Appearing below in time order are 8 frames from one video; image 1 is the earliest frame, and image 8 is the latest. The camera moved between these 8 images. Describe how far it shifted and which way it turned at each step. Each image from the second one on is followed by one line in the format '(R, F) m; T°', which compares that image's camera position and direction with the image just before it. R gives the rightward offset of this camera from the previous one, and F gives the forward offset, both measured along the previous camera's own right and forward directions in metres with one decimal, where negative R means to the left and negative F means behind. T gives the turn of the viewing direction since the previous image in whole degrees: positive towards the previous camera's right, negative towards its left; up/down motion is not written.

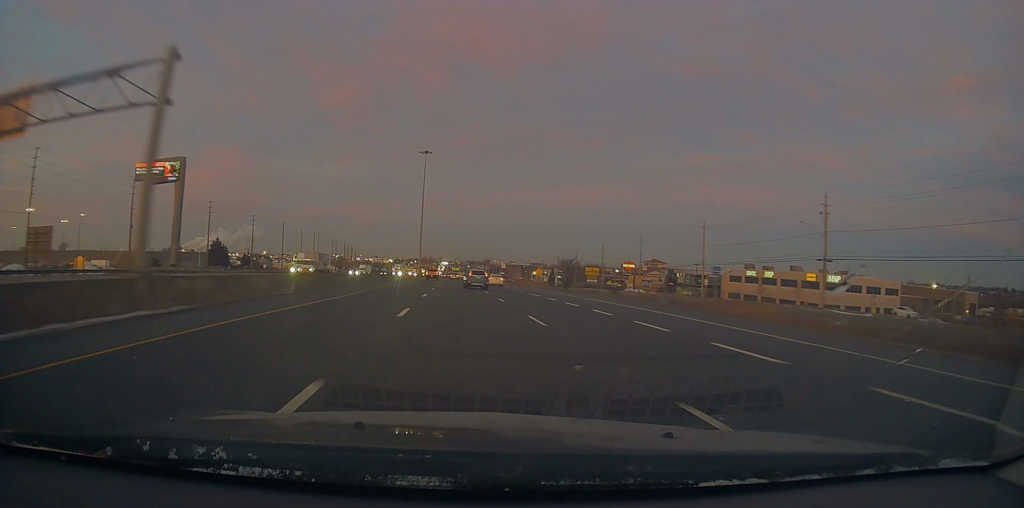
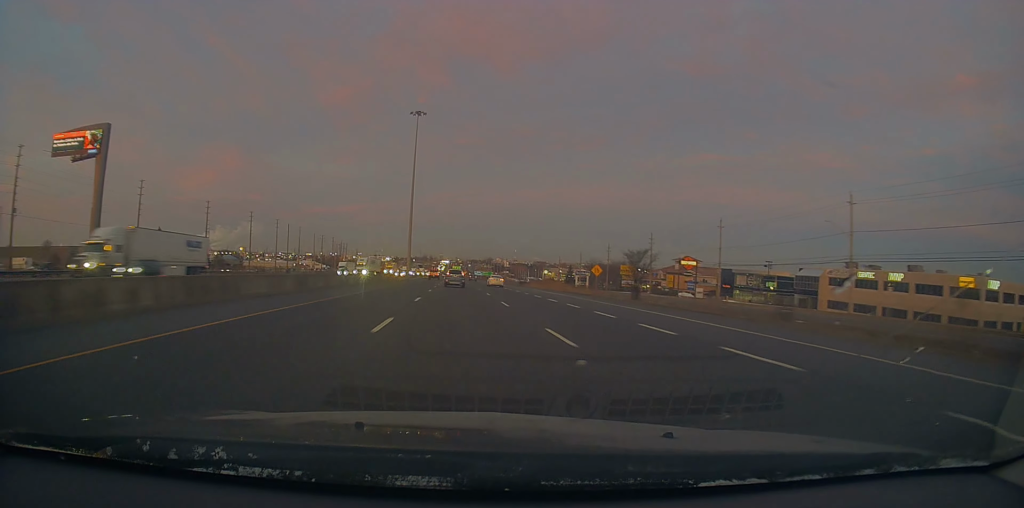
(-0.4, +39.8) m; -1°
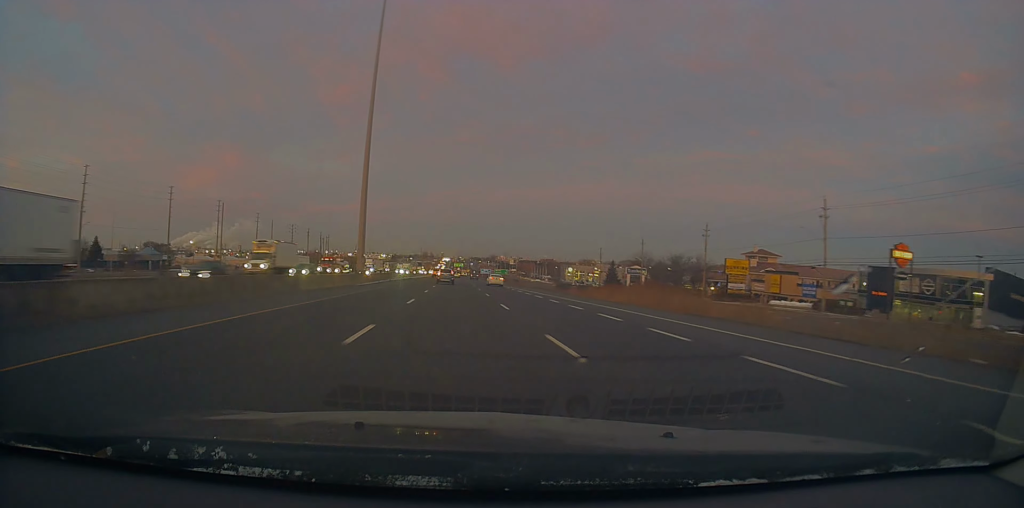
(-0.5, +61.1) m; -1°
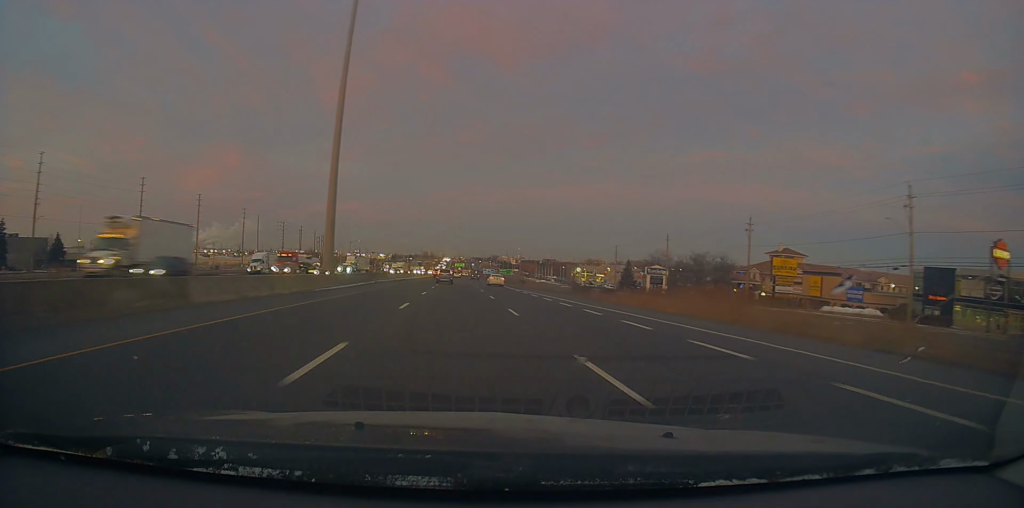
(-0.5, +14.9) m; 0°
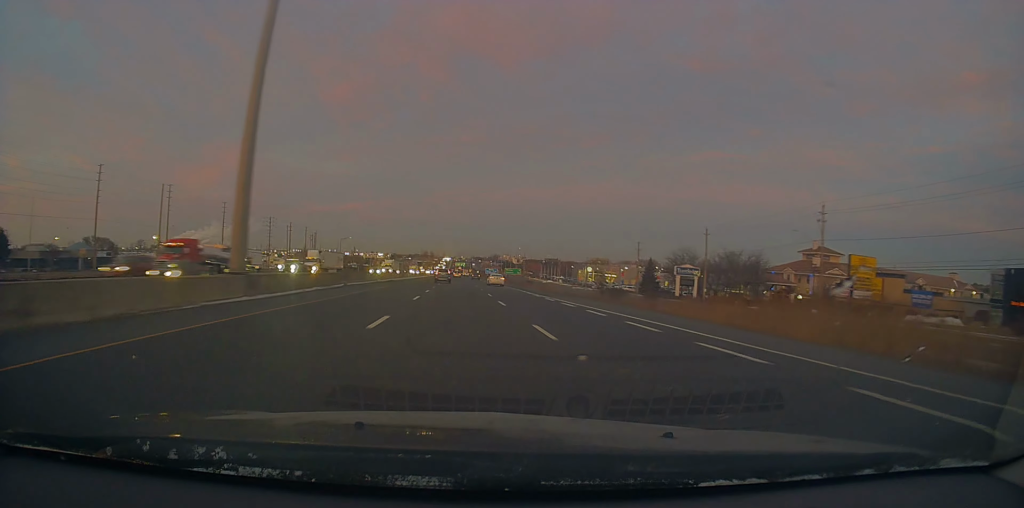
(+0.7, +18.4) m; +1°
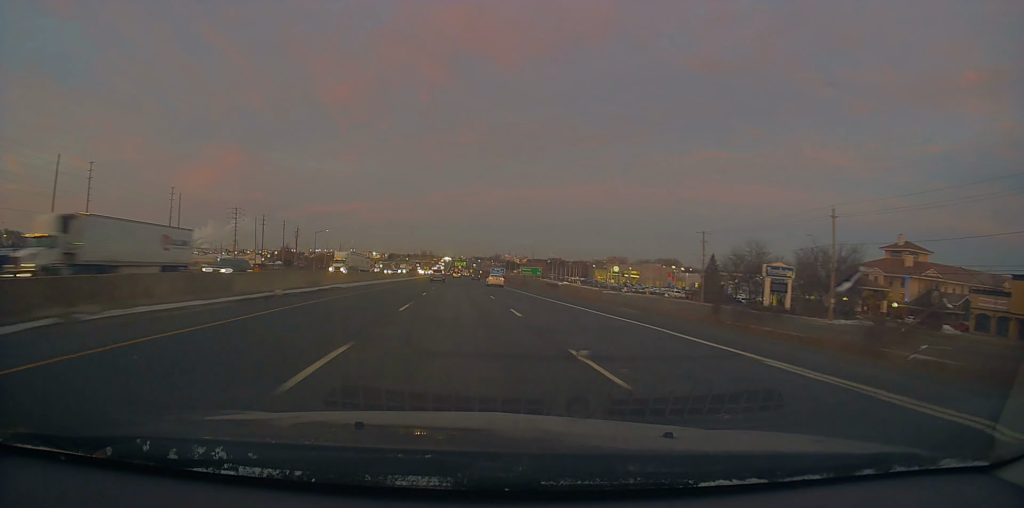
(+0.6, +35.9) m; 0°
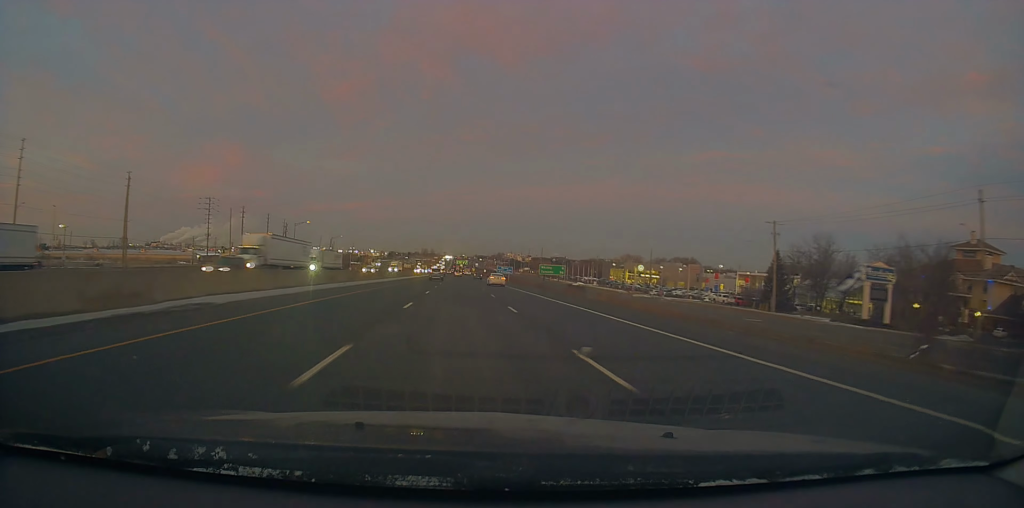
(-0.3, +23.1) m; -1°
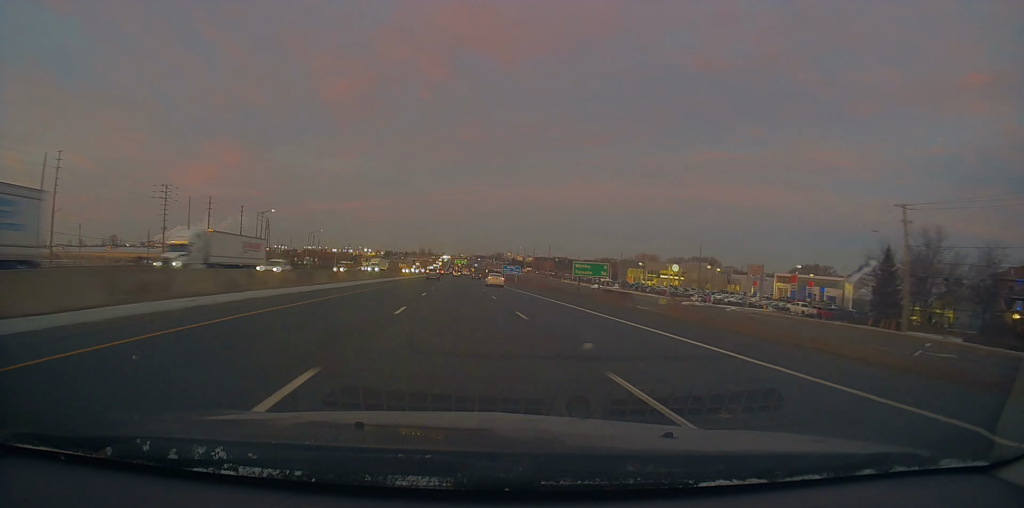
(-0.5, +26.6) m; 0°
